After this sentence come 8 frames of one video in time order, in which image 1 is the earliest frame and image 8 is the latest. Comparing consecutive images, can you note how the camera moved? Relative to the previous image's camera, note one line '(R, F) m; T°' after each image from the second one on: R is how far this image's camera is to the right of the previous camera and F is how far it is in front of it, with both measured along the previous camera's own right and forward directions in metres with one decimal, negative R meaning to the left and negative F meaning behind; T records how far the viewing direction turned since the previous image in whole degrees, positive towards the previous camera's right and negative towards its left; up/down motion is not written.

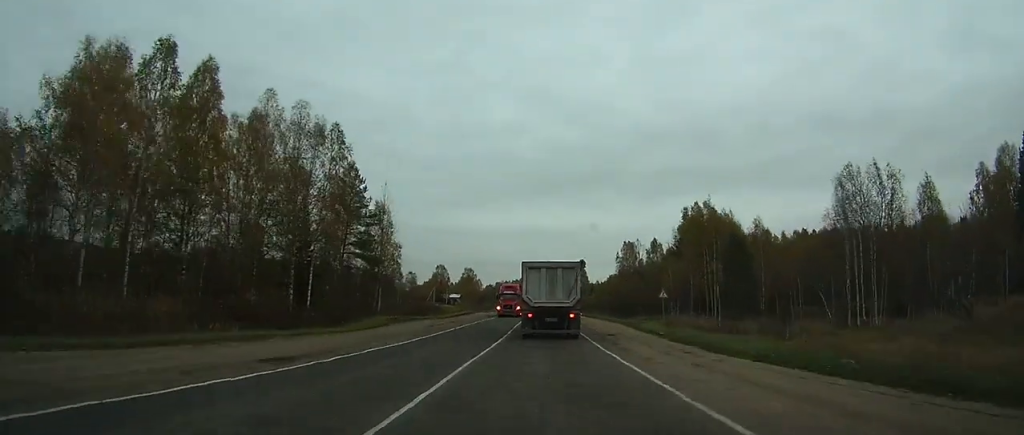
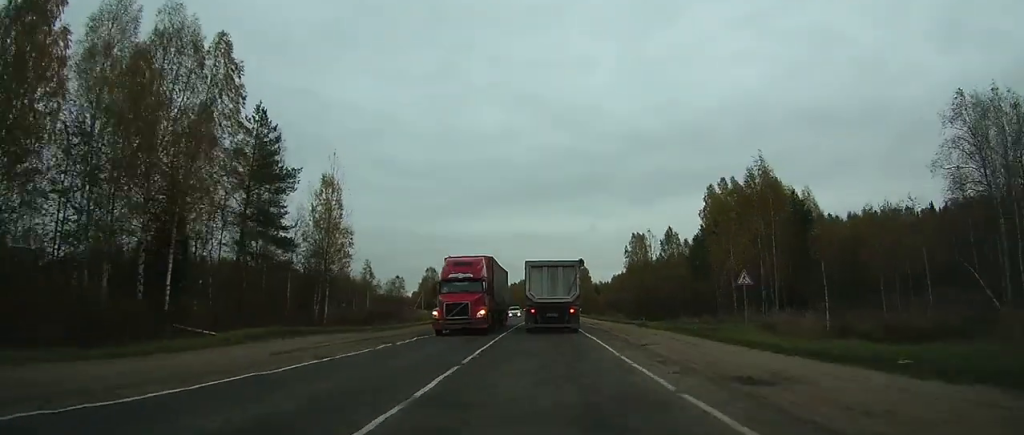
(0.0, +21.4) m; 0°
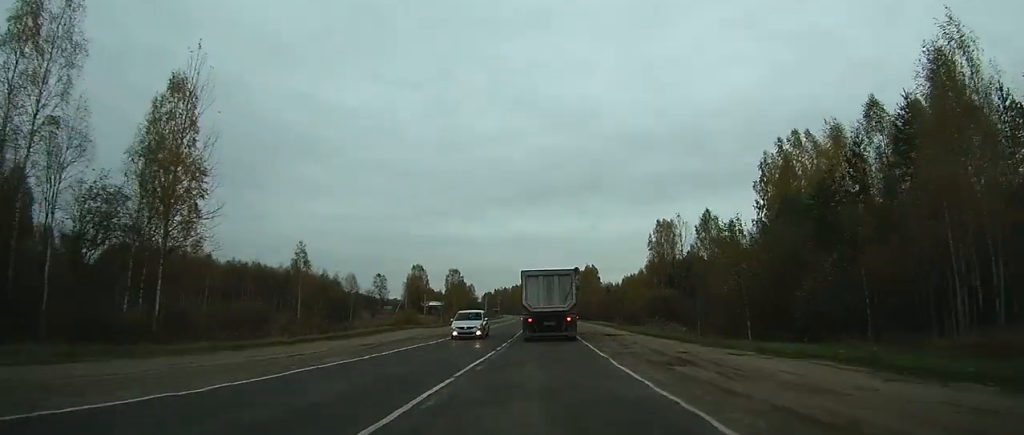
(0.0, +31.0) m; 0°
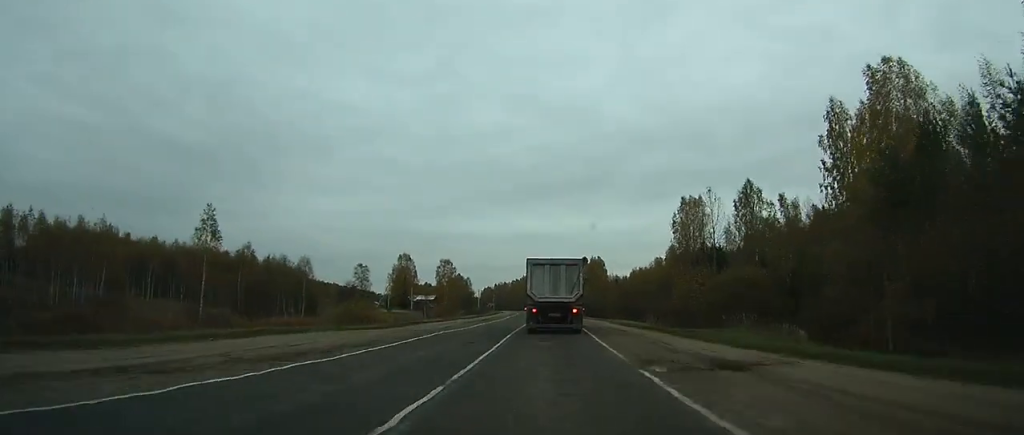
(0.0, +21.7) m; 0°
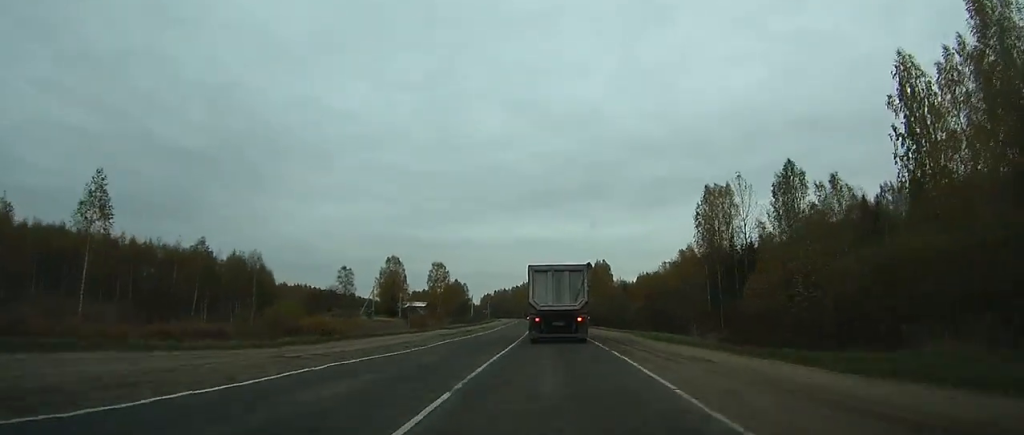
(0.0, +14.7) m; 0°
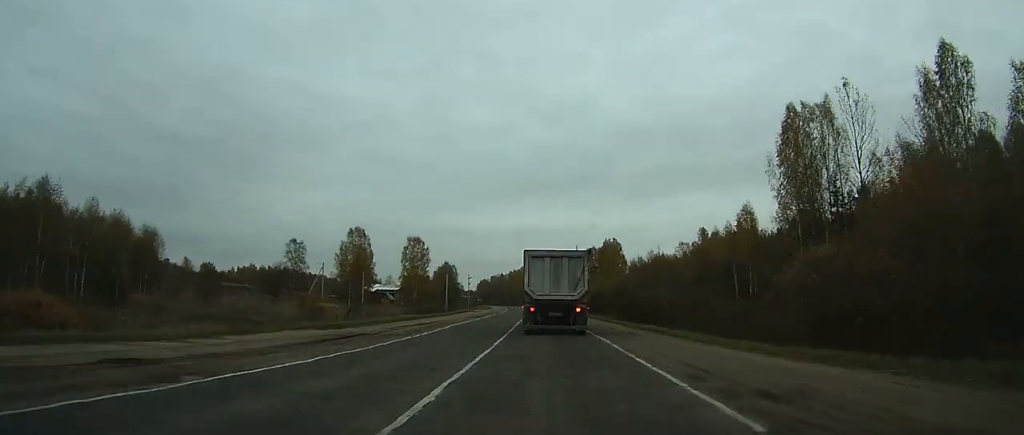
(+0.1, +31.4) m; 0°
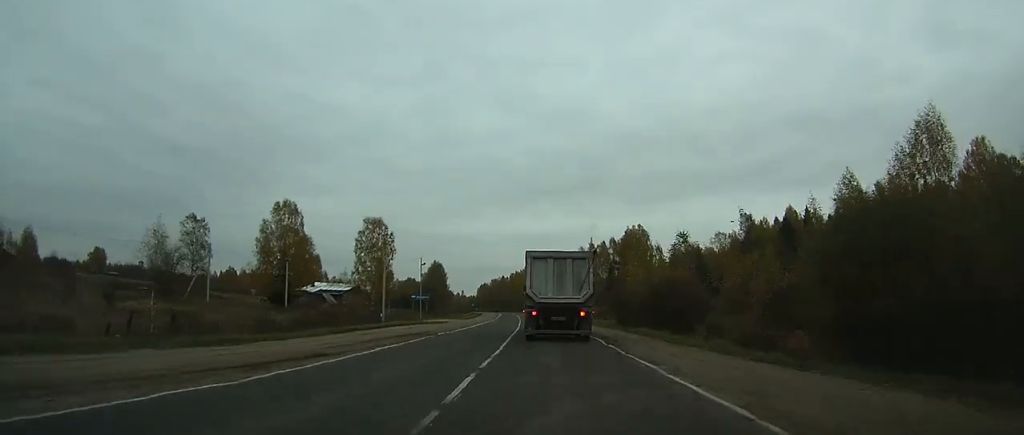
(0.0, +40.3) m; 0°
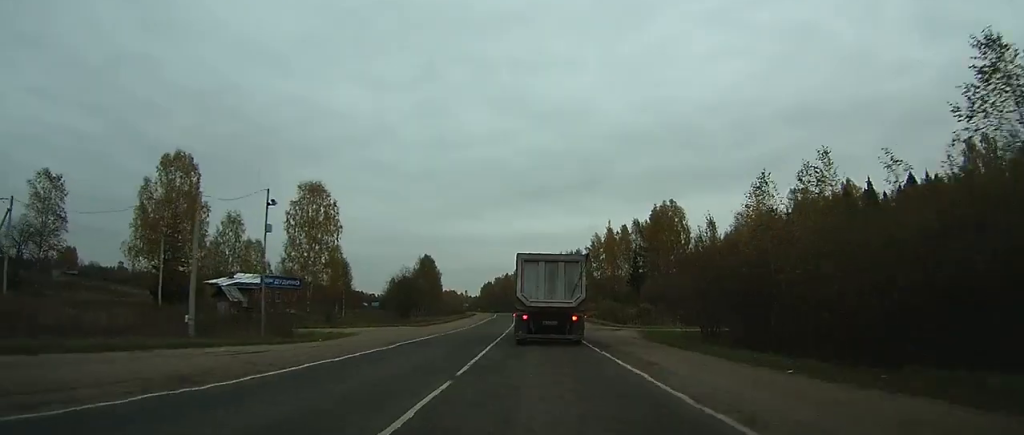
(-0.1, +33.8) m; -1°
